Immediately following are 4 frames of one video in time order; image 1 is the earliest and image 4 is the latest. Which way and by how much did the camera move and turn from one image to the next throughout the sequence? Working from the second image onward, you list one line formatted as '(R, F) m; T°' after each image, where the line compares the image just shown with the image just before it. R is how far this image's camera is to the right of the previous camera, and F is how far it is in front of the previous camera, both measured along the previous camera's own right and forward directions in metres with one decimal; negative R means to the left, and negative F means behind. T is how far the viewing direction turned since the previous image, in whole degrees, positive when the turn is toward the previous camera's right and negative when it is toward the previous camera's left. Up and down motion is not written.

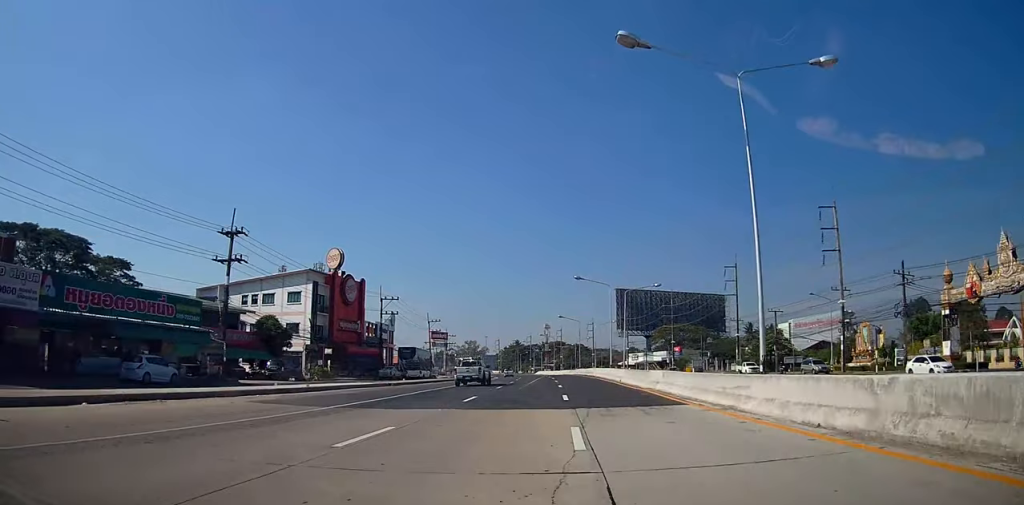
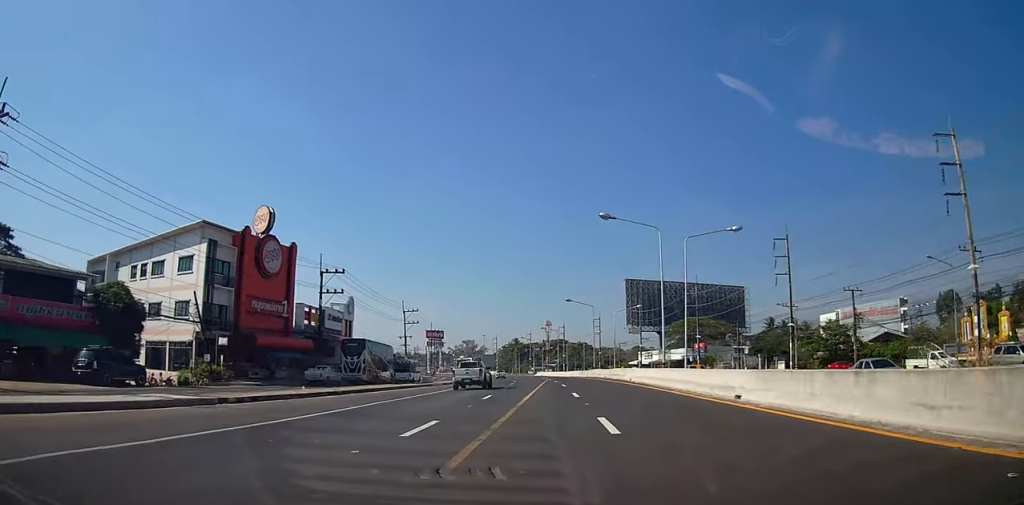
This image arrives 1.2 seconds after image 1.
(+0.1, +22.5) m; 0°
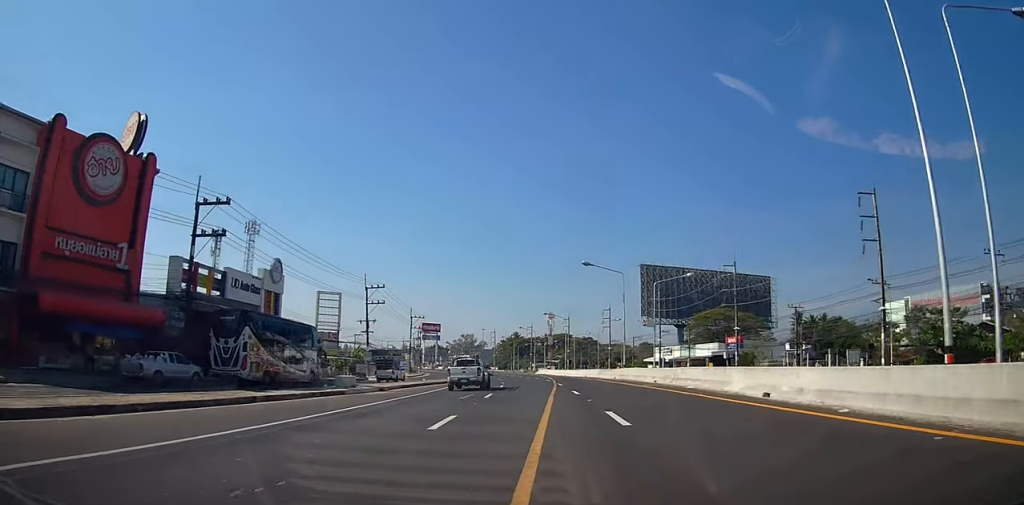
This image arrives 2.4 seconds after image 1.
(-0.2, +22.9) m; -1°
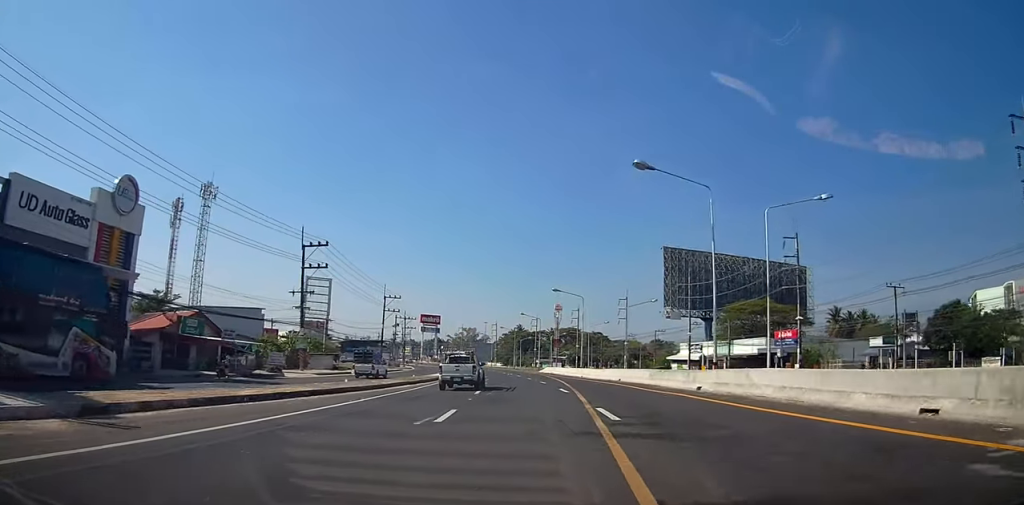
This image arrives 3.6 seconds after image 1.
(+0.1, +23.4) m; +1°
